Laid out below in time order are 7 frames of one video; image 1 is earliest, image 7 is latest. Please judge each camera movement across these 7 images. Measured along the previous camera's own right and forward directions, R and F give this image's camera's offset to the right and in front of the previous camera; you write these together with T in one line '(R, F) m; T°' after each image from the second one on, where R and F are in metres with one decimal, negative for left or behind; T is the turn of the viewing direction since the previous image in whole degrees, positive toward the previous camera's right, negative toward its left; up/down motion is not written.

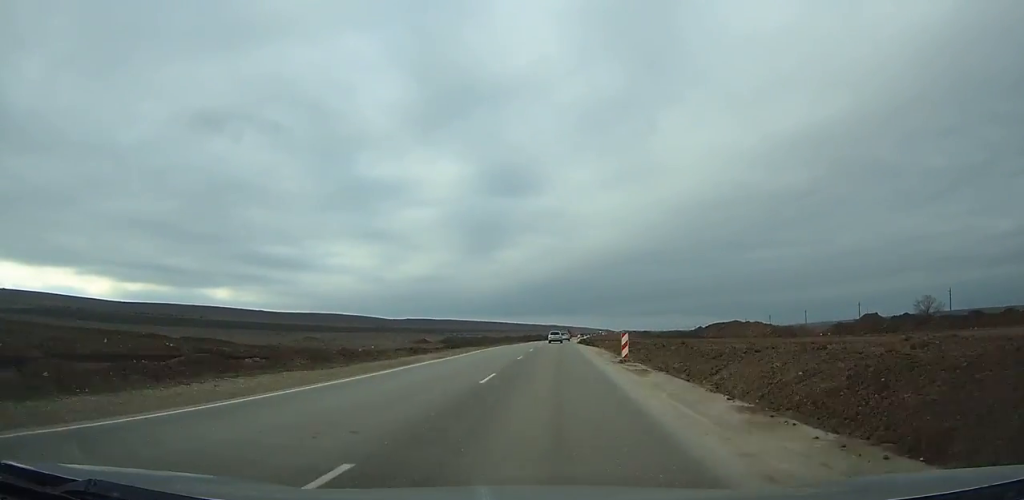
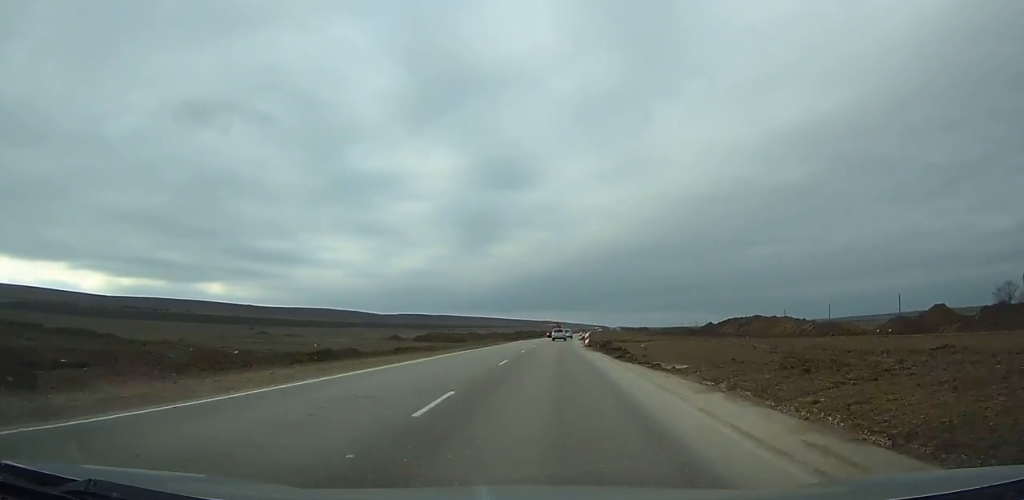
(-0.1, +30.9) m; 0°
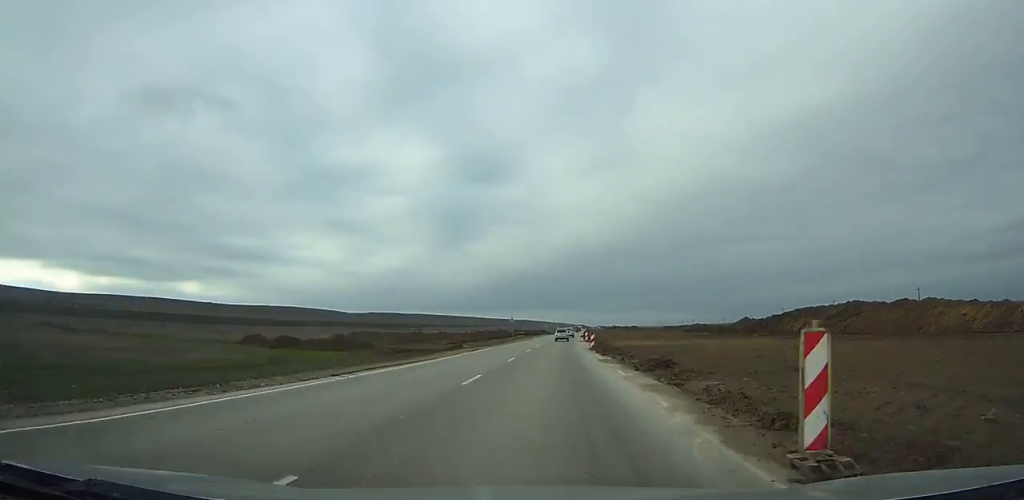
(+1.8, +78.9) m; +2°
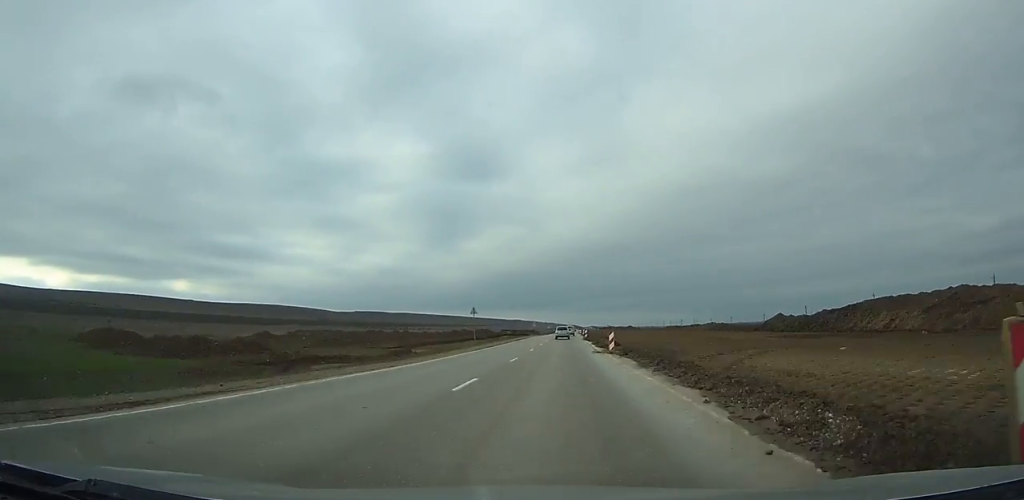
(+0.3, +37.8) m; +1°
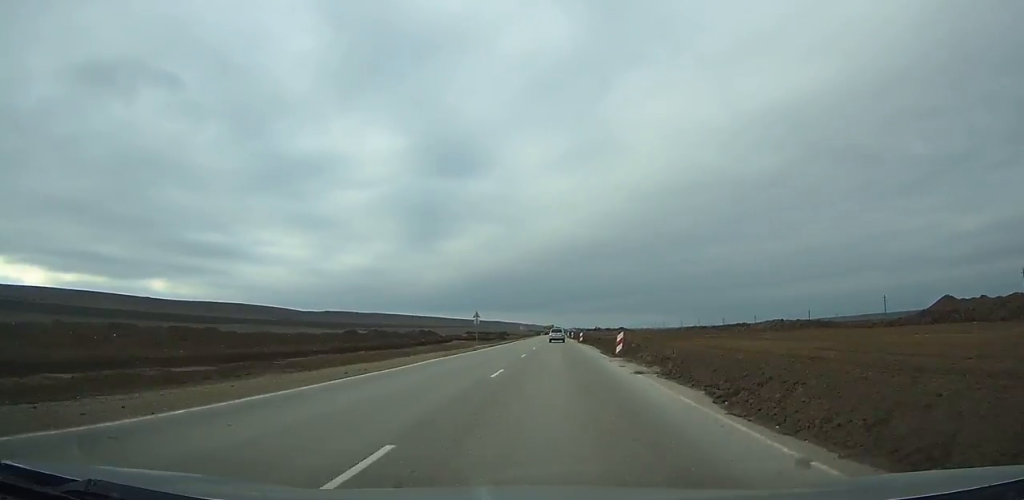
(+0.7, +79.9) m; +1°
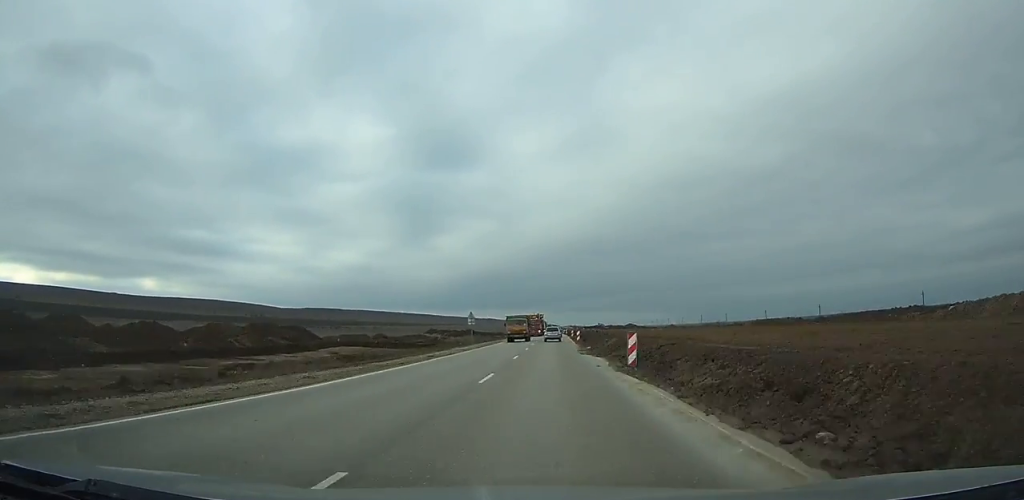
(+0.9, +84.4) m; +1°
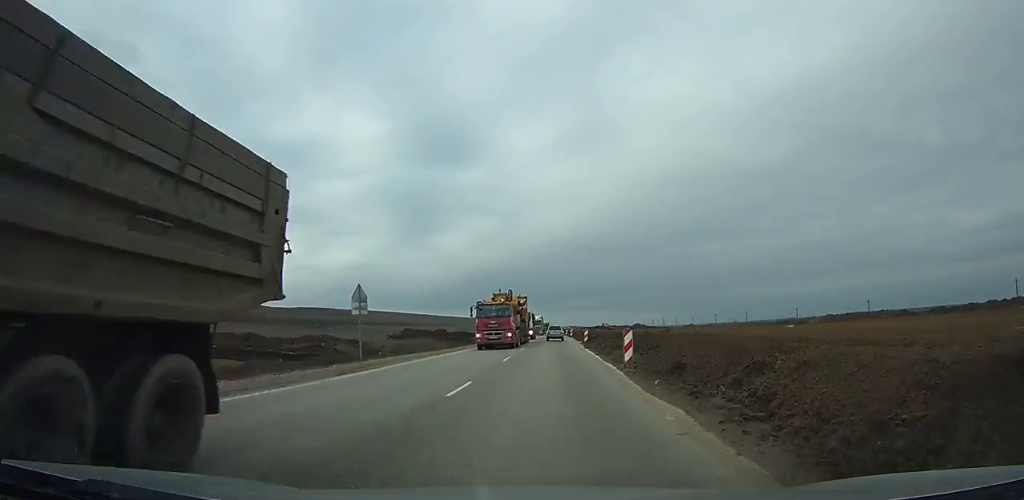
(+0.1, +38.9) m; 0°
